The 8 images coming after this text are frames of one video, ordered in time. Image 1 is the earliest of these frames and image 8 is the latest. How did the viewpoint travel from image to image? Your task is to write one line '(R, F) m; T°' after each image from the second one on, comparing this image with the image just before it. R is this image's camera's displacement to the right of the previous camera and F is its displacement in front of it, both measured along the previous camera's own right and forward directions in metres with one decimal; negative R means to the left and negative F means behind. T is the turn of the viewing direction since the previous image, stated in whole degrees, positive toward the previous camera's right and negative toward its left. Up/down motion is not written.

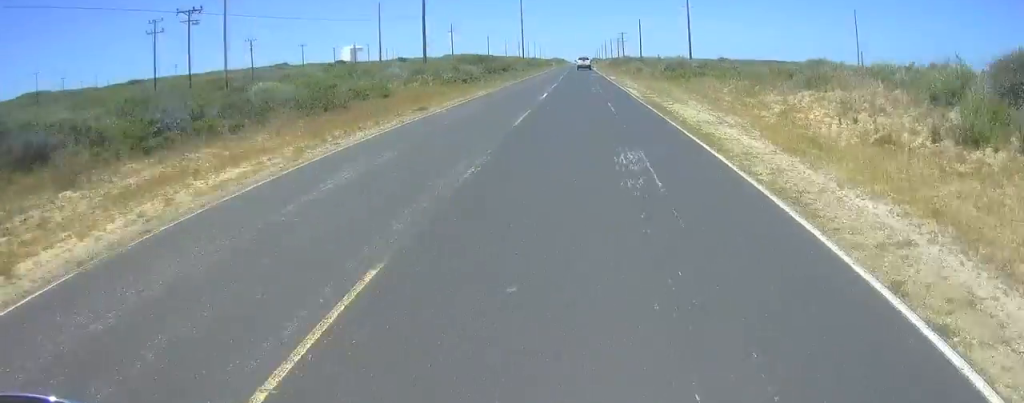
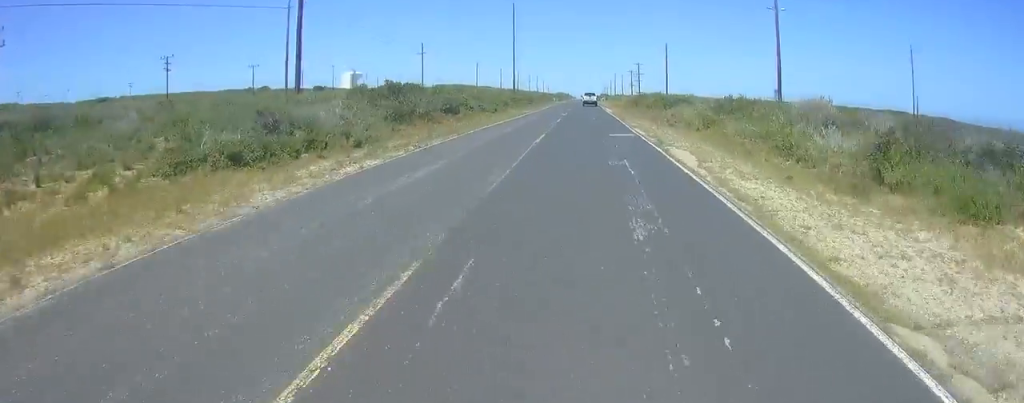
(+0.6, +38.1) m; +2°
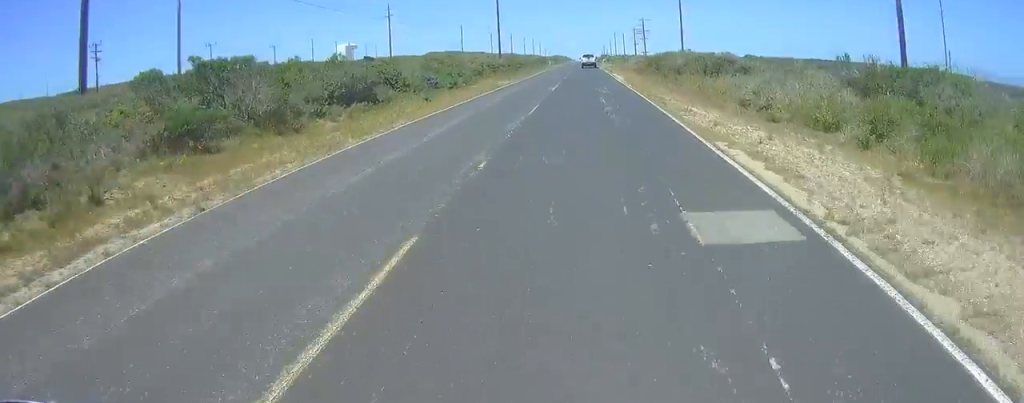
(+0.2, +21.0) m; +1°
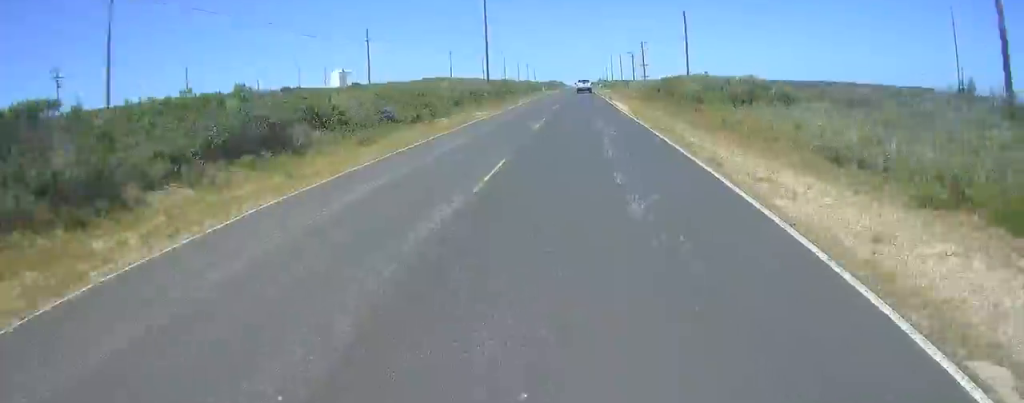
(0.0, +9.1) m; 0°
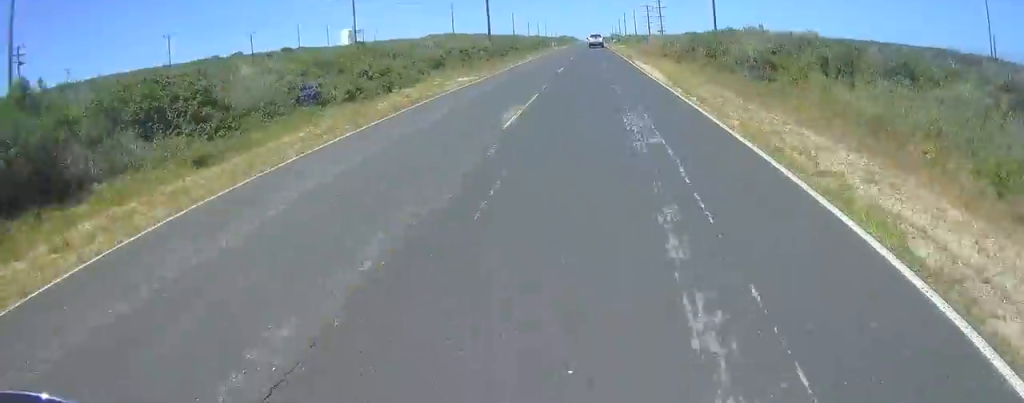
(-0.1, +11.5) m; 0°
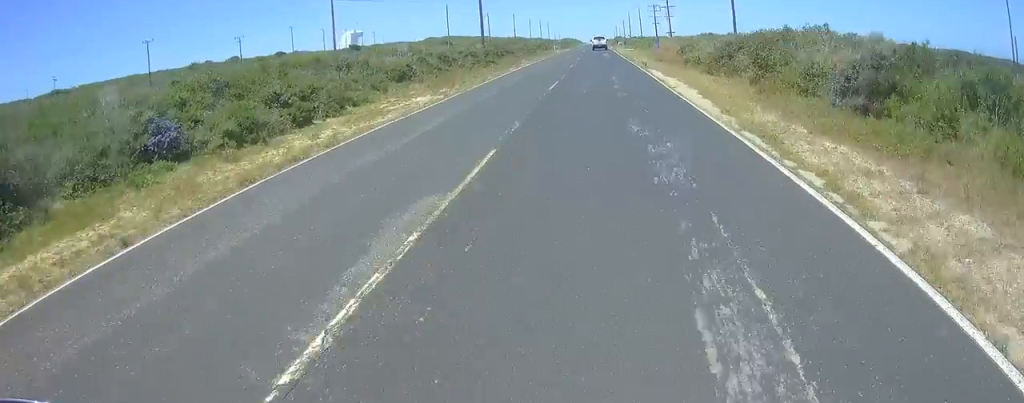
(0.0, +9.1) m; 0°
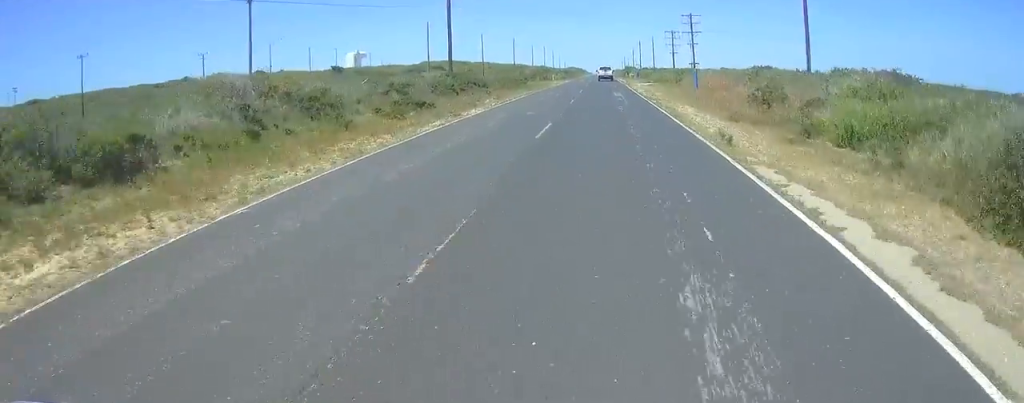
(0.0, +23.3) m; 0°
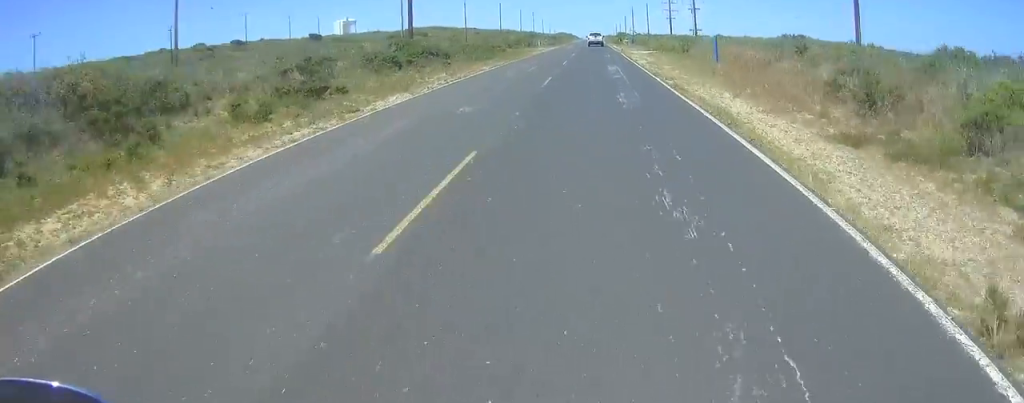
(0.0, +11.1) m; 0°
